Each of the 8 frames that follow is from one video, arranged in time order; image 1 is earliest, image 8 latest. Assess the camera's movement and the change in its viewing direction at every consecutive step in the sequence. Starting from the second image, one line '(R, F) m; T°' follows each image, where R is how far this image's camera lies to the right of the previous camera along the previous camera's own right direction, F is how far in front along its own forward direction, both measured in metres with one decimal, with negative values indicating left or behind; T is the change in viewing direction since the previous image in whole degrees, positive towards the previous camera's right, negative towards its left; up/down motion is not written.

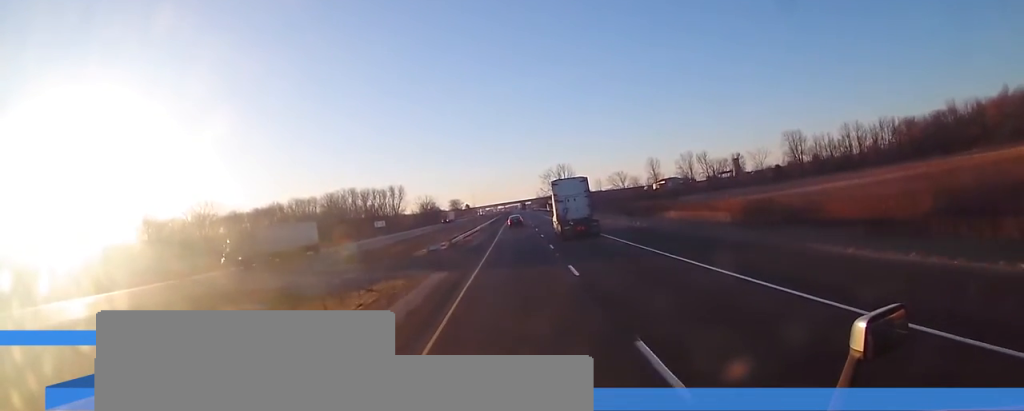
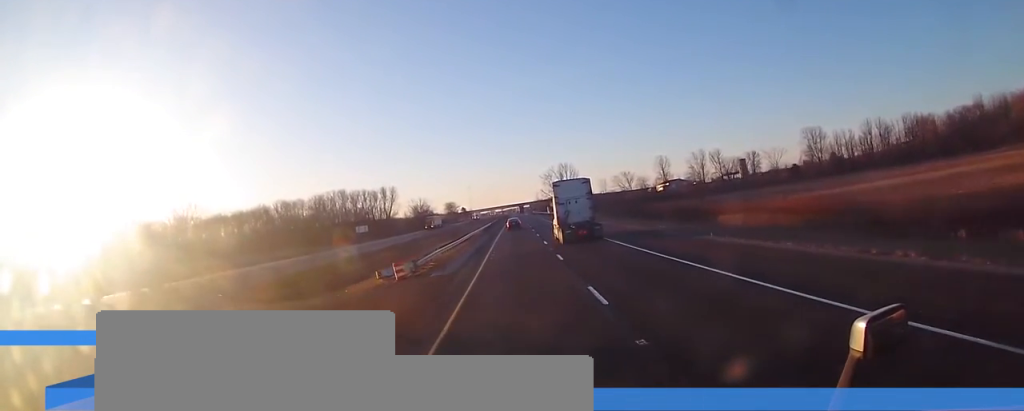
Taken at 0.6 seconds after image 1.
(+0.2, +18.0) m; +1°
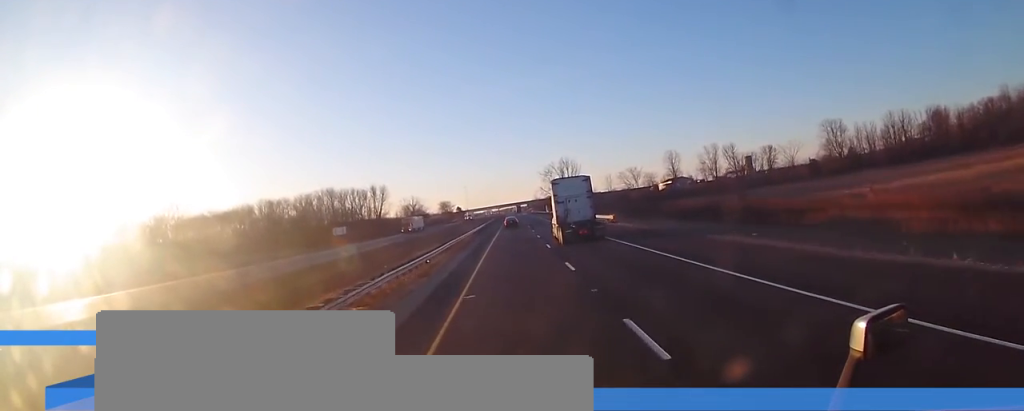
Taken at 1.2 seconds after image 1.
(+0.1, +17.6) m; +1°
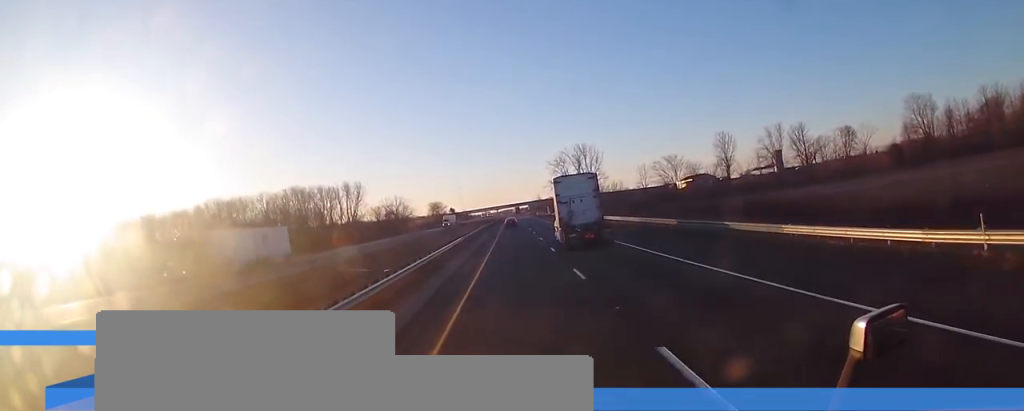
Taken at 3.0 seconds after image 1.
(0.0, +51.3) m; 0°
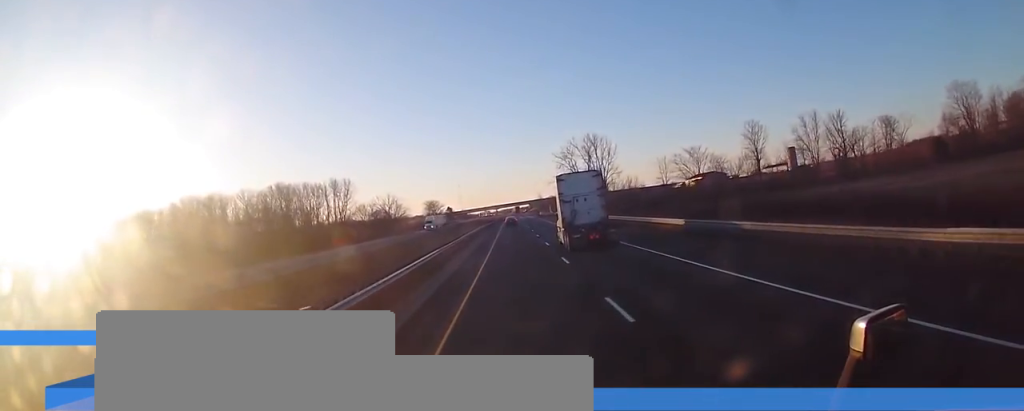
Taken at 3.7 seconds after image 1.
(0.0, +20.0) m; 0°
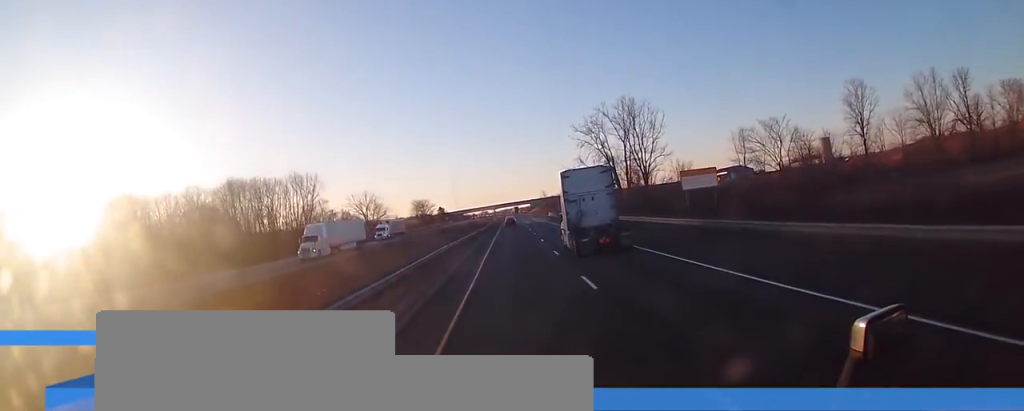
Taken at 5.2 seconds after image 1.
(-0.5, +44.2) m; -1°
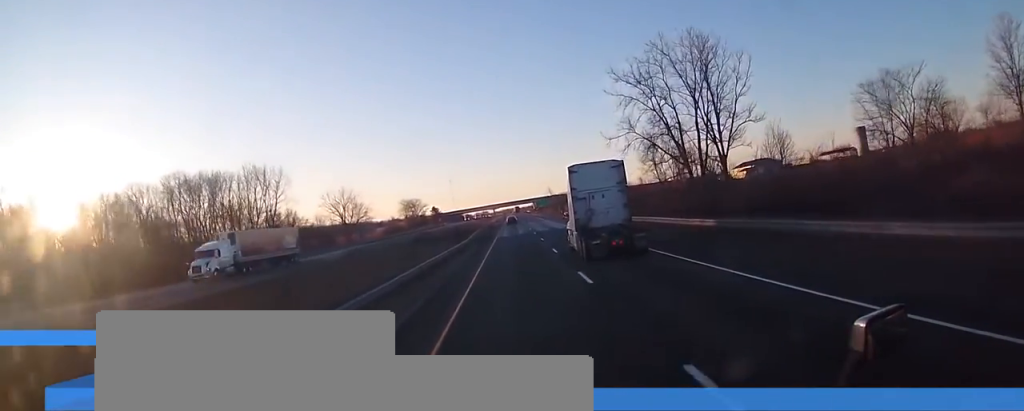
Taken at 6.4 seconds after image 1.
(+0.3, +35.4) m; +1°
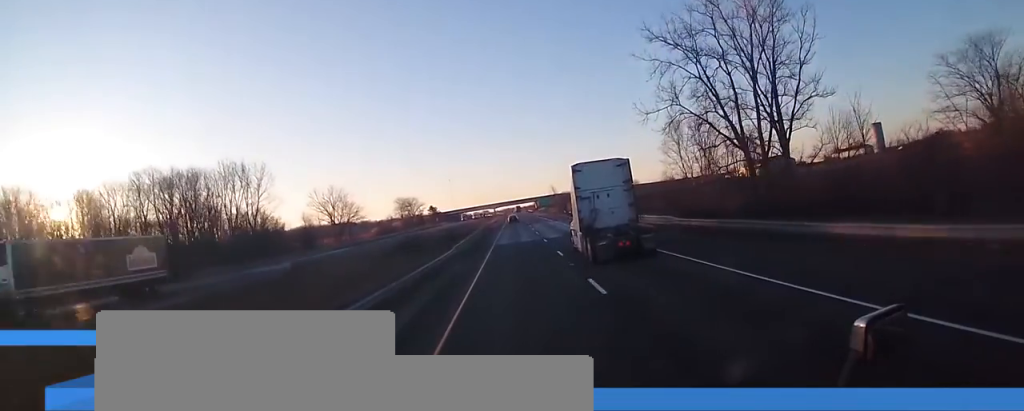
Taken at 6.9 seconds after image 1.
(+0.1, +14.3) m; 0°
